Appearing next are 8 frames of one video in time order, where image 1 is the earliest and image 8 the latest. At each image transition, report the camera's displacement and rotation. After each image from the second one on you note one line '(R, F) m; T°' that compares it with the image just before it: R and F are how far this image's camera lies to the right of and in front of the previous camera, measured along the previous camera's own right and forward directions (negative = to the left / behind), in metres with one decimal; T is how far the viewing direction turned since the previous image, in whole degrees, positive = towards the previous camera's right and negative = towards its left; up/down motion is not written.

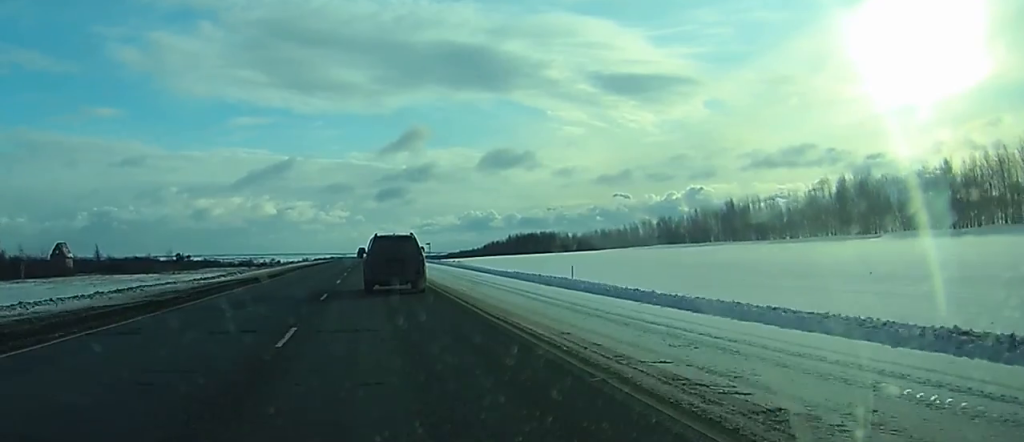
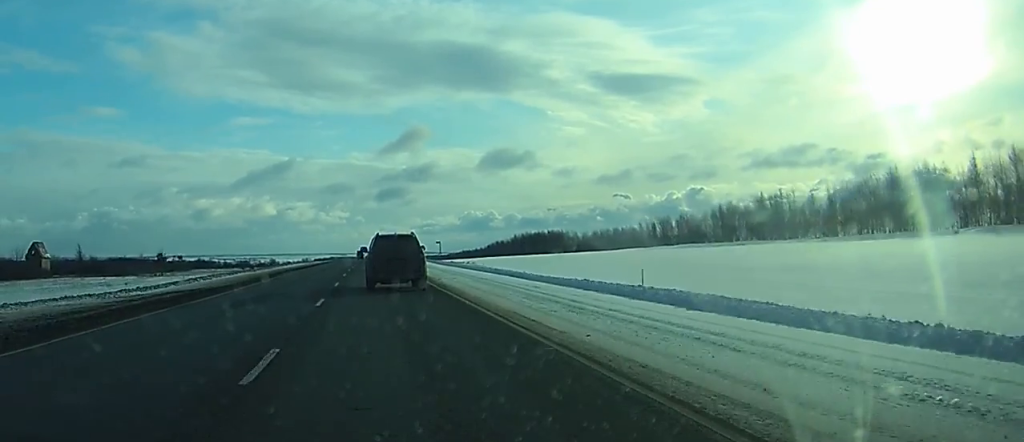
(-0.1, +15.4) m; 0°
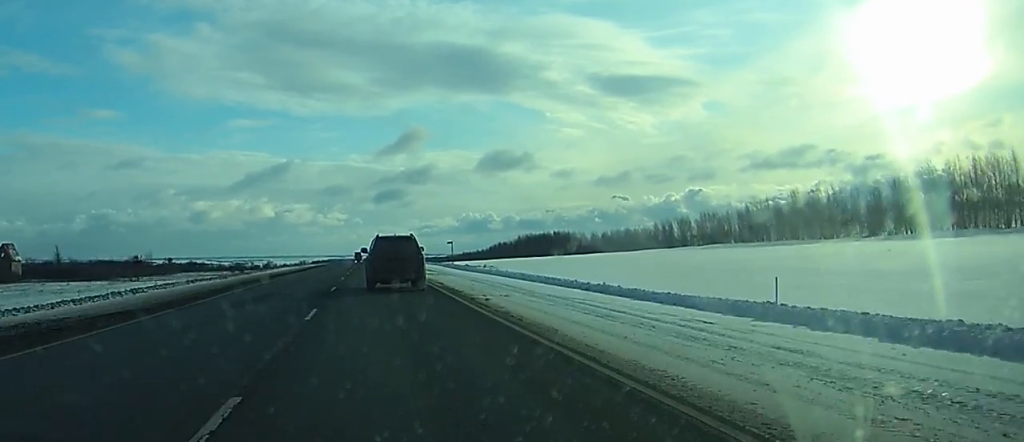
(-0.1, +15.4) m; 0°
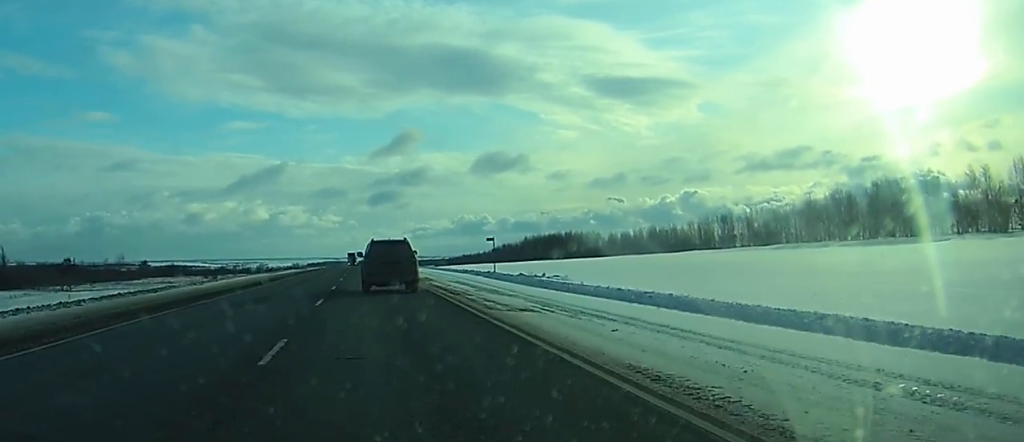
(+0.2, +30.2) m; +1°
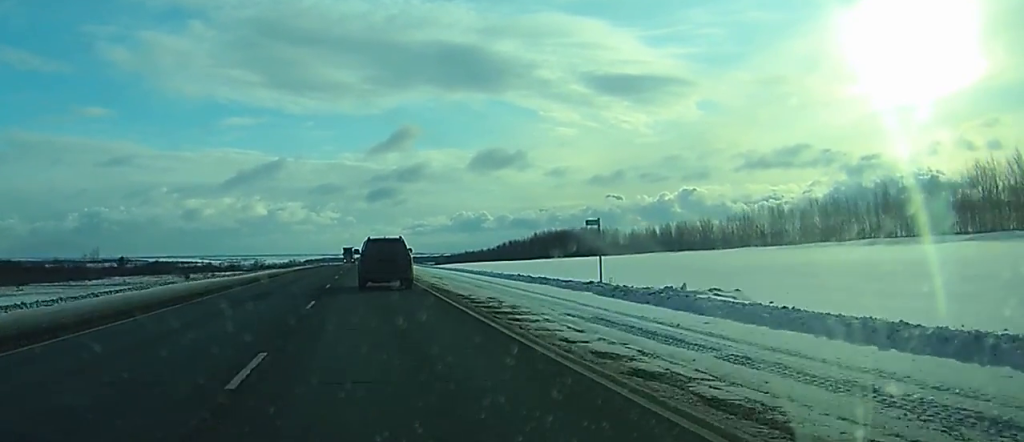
(0.0, +25.7) m; 0°
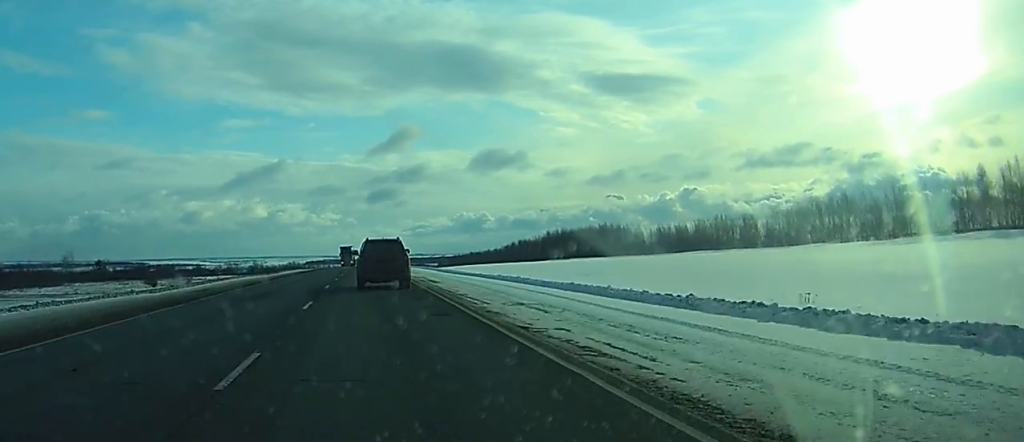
(0.0, +24.0) m; 0°
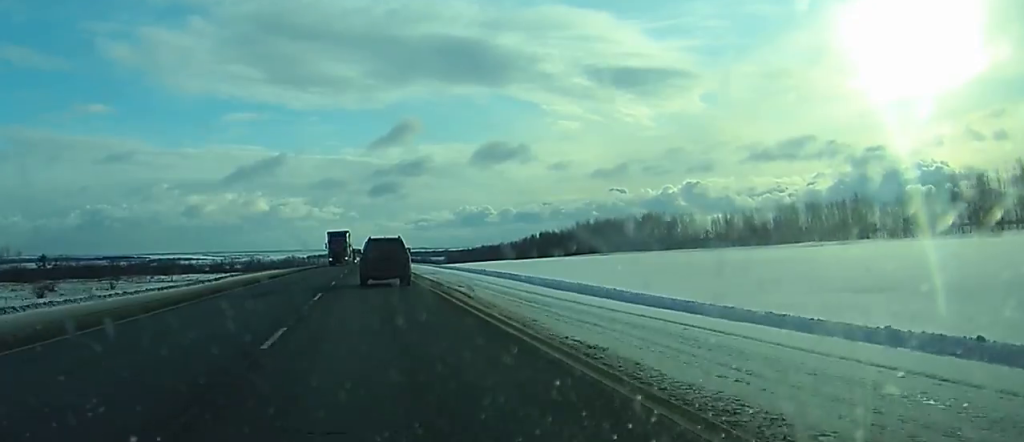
(-0.2, +44.4) m; 0°
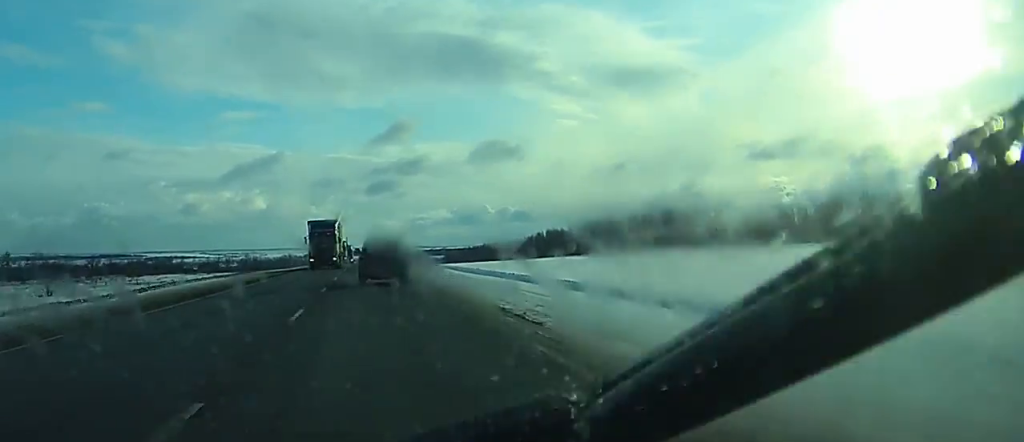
(+0.1, +19.3) m; 0°
